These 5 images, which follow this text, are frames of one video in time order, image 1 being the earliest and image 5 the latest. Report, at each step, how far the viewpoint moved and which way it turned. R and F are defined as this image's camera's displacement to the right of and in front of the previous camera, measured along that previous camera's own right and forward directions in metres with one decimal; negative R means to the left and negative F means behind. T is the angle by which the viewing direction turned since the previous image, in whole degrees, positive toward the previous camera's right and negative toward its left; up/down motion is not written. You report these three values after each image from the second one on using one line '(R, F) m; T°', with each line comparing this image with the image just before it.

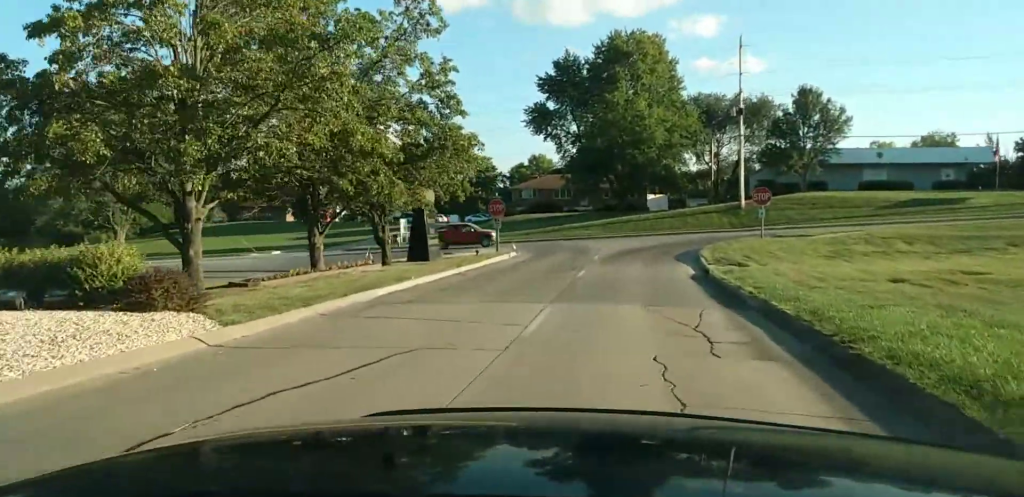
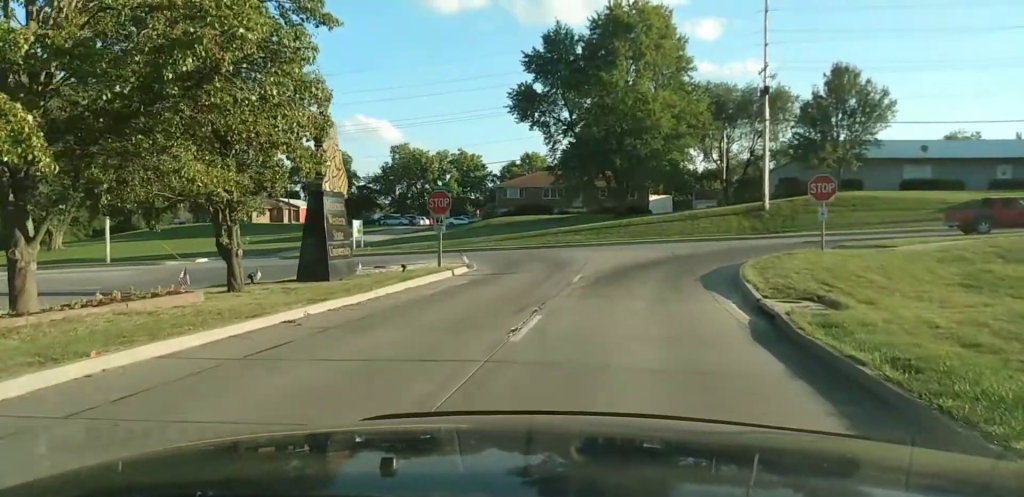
(-0.2, +14.0) m; -2°
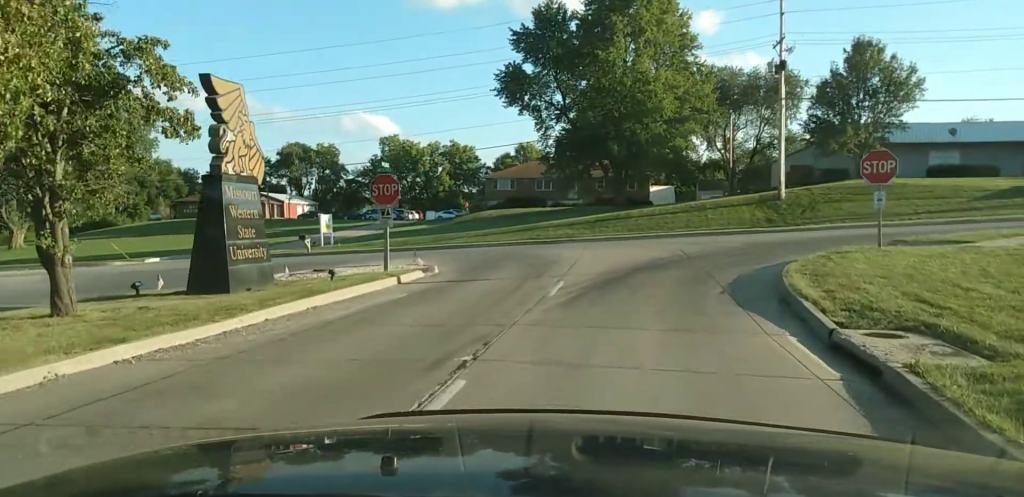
(-0.1, +6.0) m; 0°
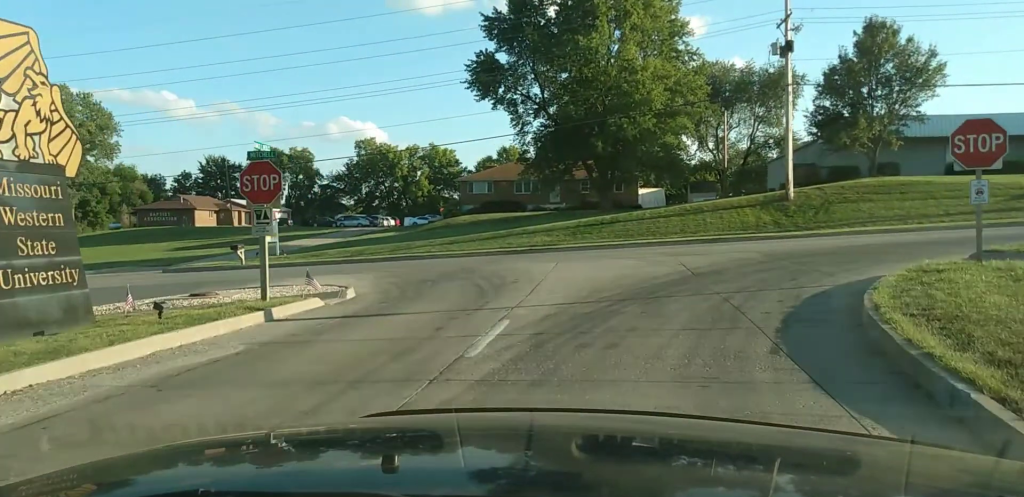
(+0.1, +7.9) m; -2°
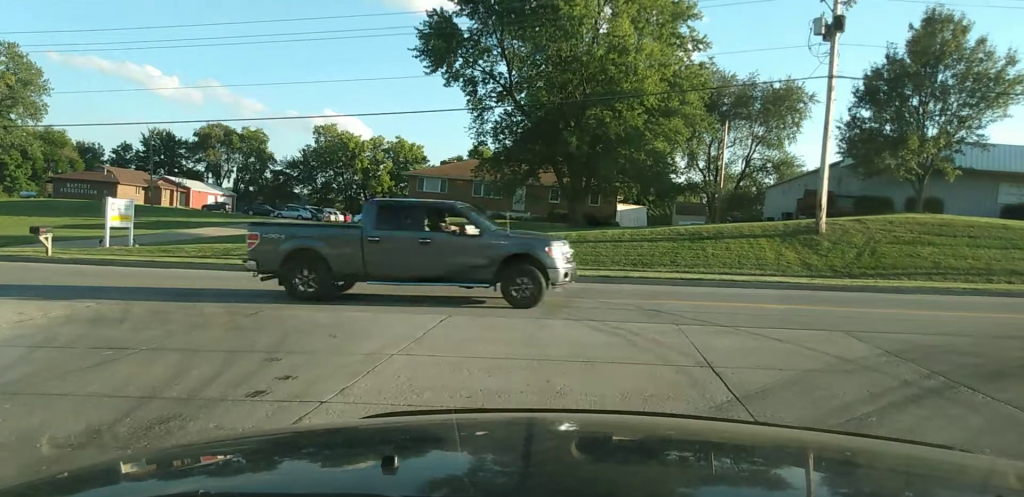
(+0.5, +14.2) m; +5°
